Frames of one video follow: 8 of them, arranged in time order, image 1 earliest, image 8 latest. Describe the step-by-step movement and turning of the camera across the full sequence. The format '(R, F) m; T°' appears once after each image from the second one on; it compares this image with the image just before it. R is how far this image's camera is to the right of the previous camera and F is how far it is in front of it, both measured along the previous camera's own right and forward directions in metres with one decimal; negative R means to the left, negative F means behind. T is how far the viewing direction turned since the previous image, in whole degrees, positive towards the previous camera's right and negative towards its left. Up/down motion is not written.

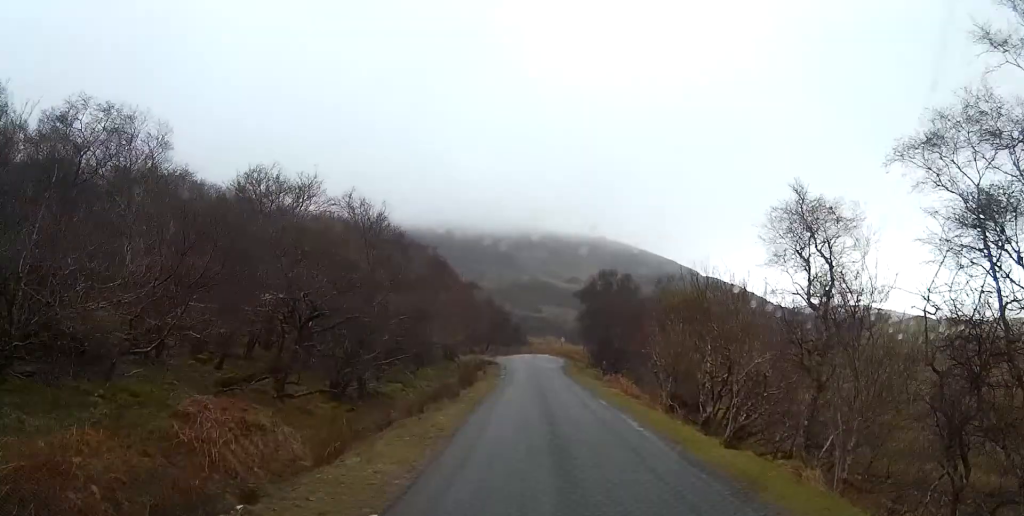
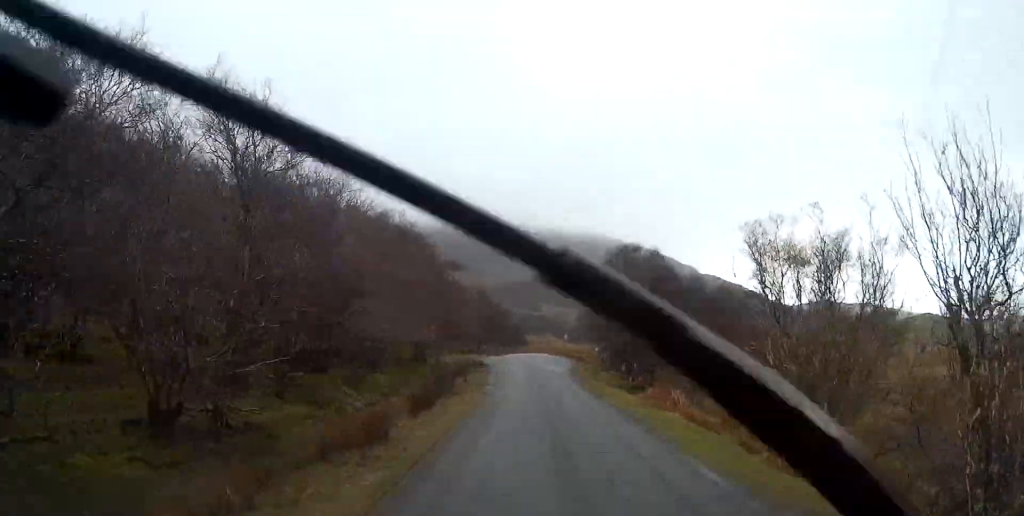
(0.0, +11.7) m; 0°
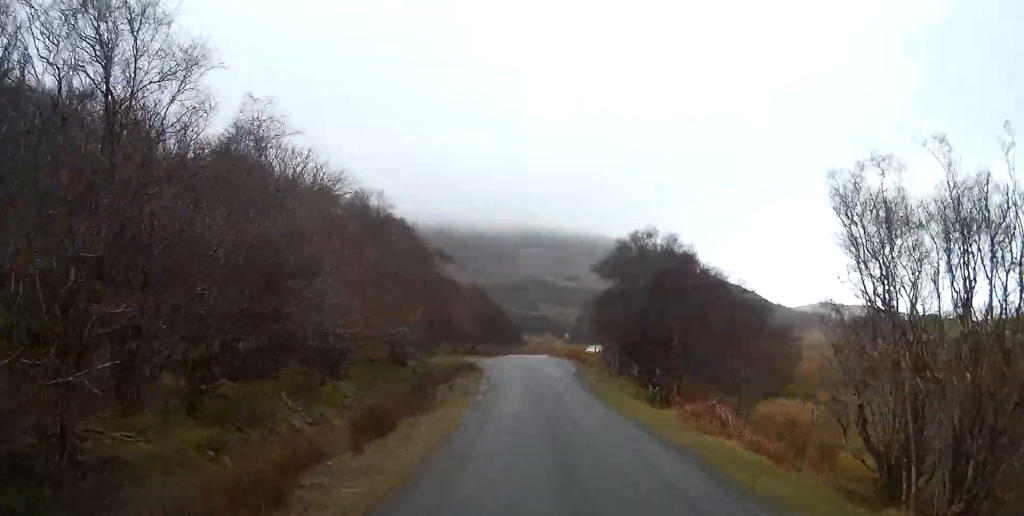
(0.0, +5.0) m; 0°
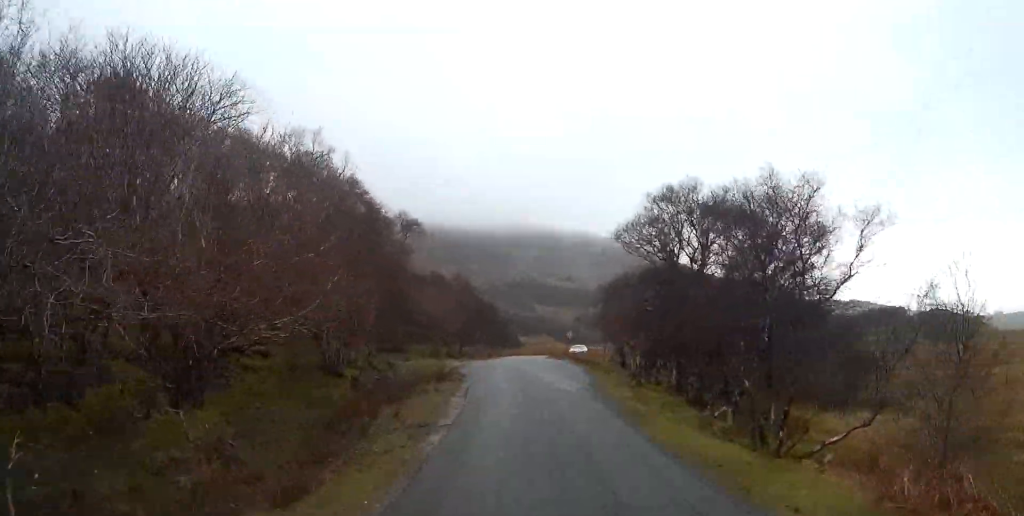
(0.0, +9.5) m; 0°
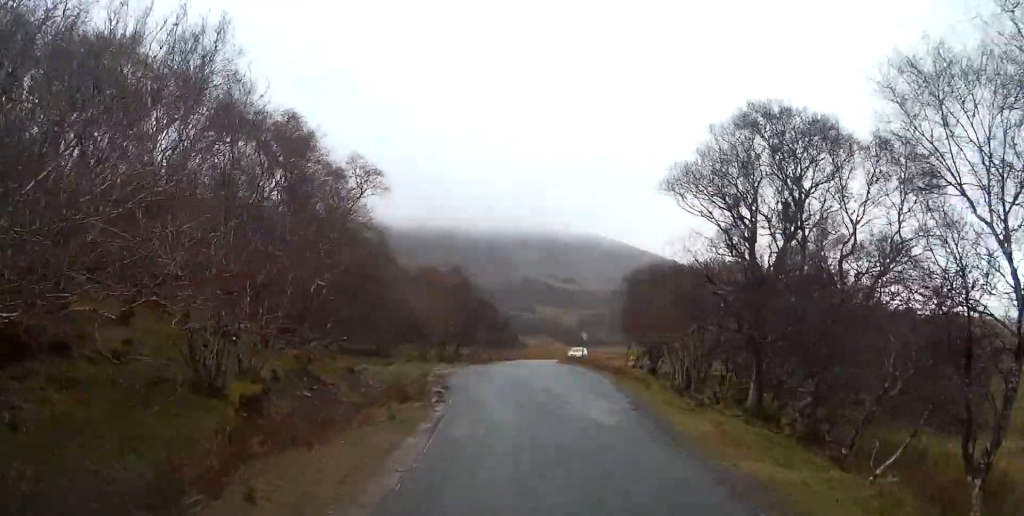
(0.0, +8.2) m; -1°
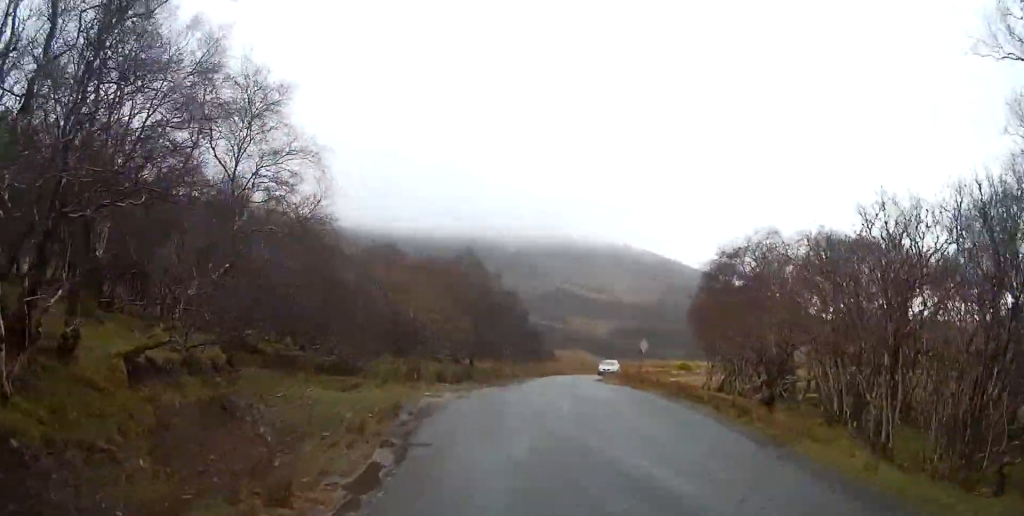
(-0.2, +13.0) m; -2°
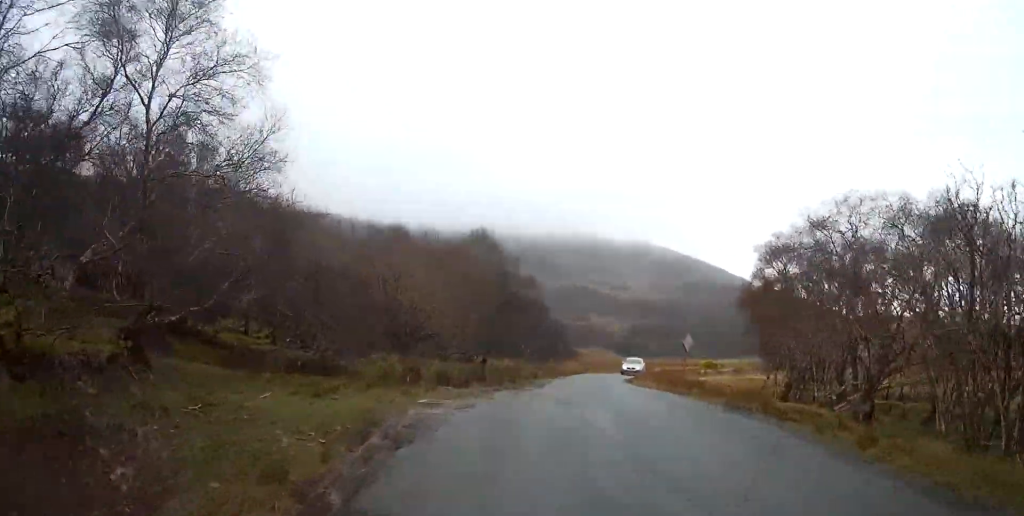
(0.0, +5.9) m; -1°
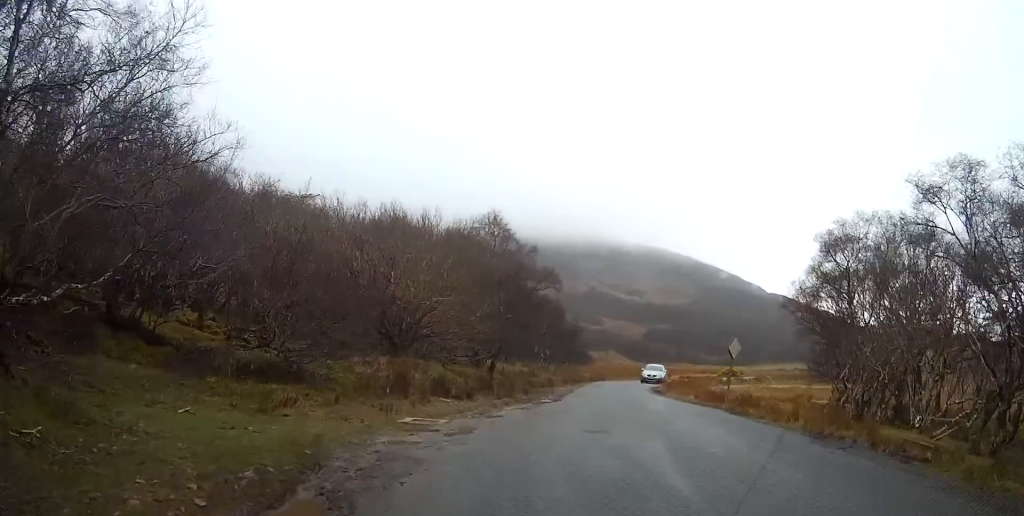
(0.0, +5.3) m; -1°
